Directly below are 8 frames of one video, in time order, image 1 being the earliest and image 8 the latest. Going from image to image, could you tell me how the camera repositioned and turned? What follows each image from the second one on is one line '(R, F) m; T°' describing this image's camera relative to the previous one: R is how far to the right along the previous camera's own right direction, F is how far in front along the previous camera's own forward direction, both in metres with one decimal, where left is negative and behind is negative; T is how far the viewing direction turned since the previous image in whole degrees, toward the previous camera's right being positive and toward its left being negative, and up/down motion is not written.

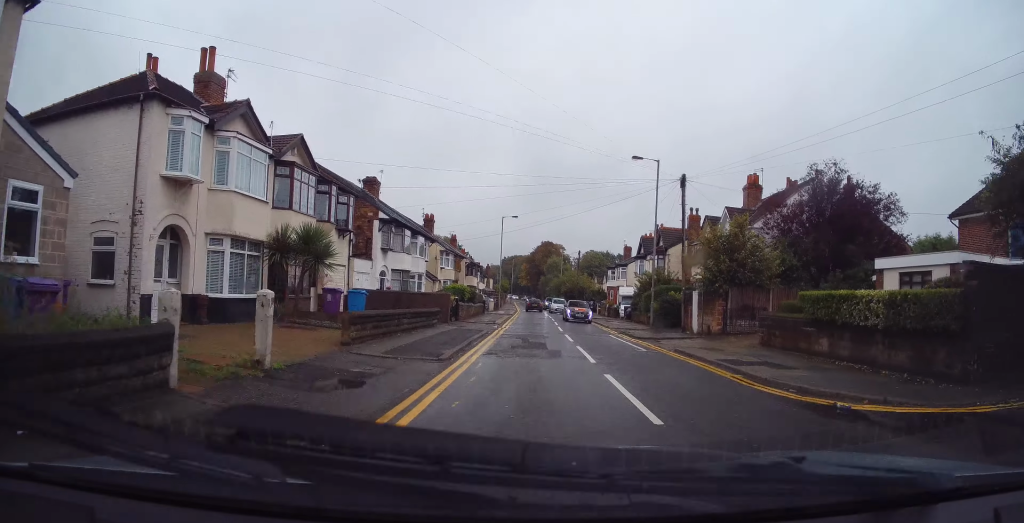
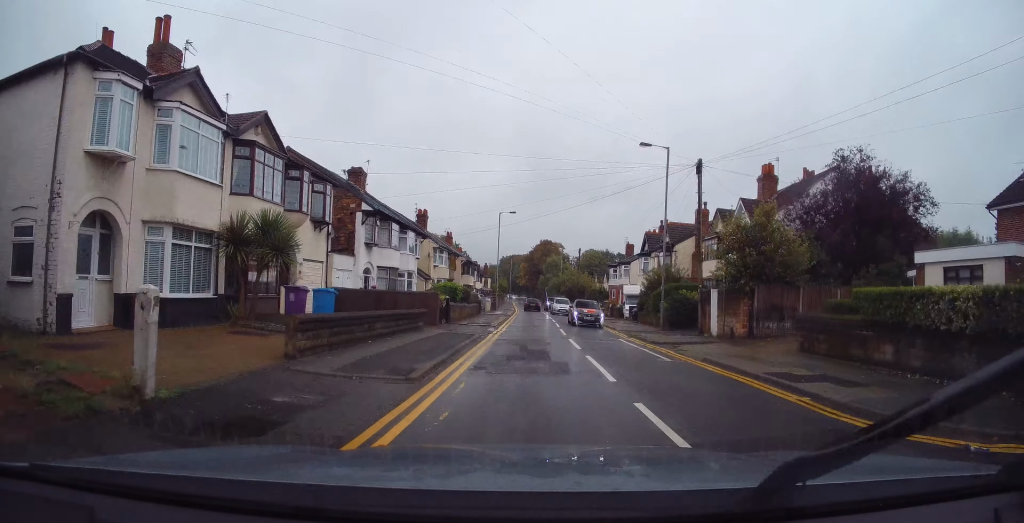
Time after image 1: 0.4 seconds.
(-0.1, +2.7) m; +1°
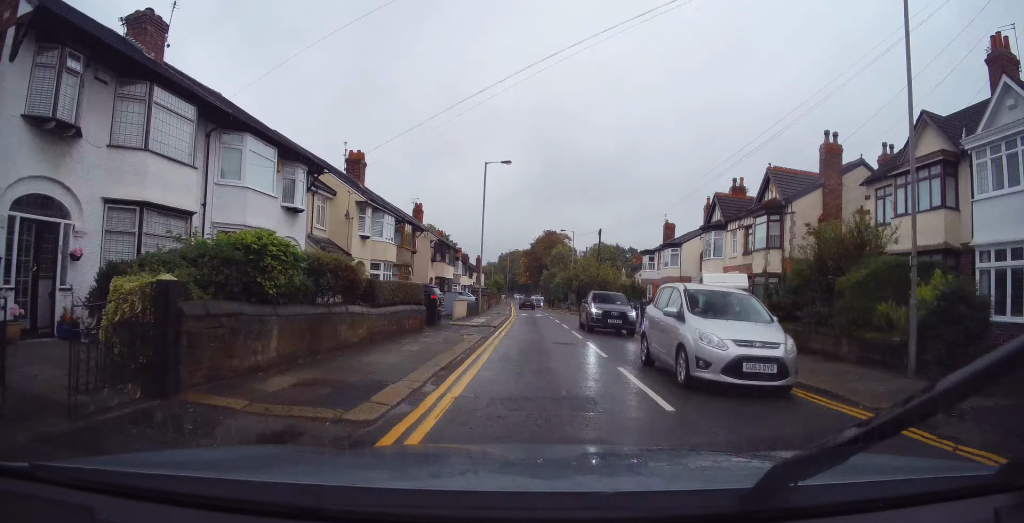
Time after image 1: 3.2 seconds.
(+1.7, +20.4) m; +5°
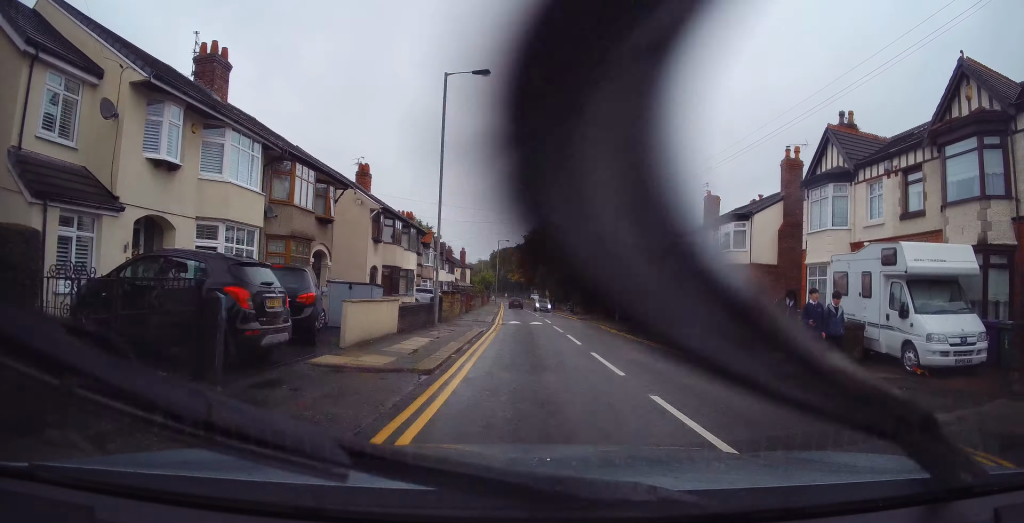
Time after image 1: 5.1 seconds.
(-0.3, +14.7) m; +2°
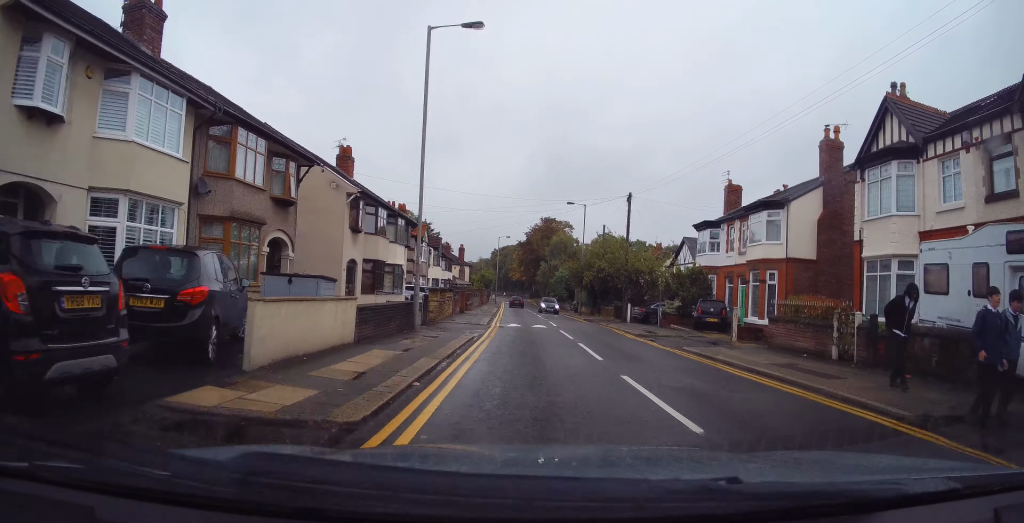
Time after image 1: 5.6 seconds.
(+0.2, +4.0) m; +2°
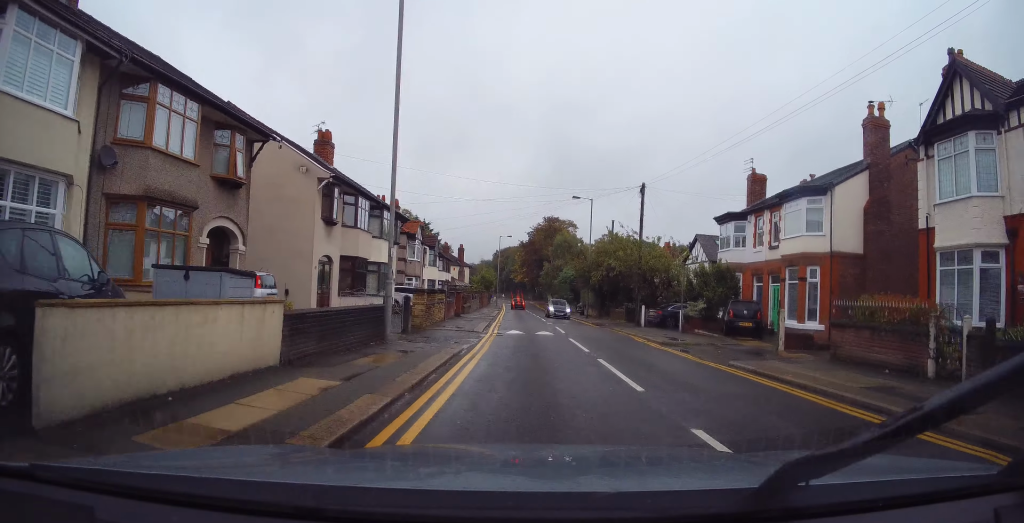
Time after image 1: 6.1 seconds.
(0.0, +3.7) m; 0°
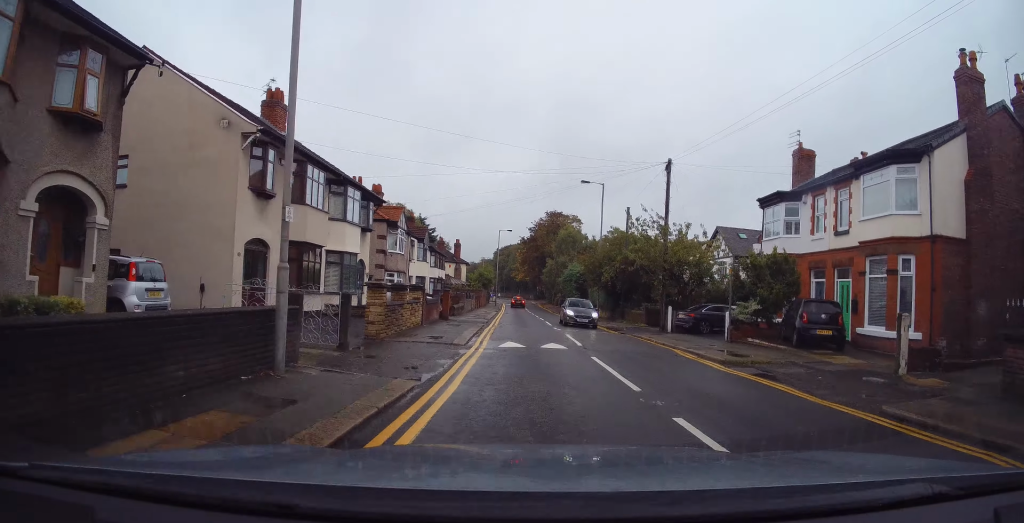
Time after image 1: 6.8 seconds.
(0.0, +6.1) m; -1°
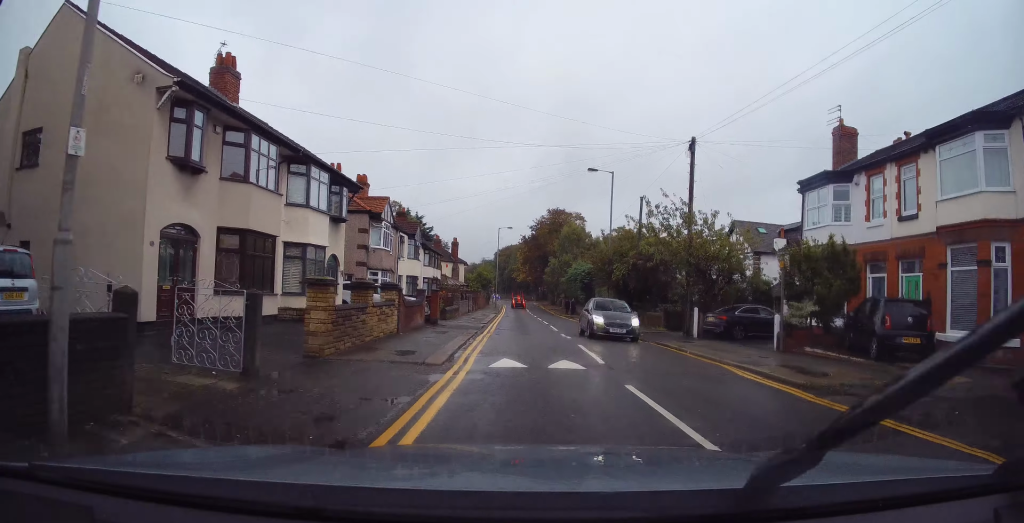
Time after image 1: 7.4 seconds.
(-0.1, +4.1) m; -1°
